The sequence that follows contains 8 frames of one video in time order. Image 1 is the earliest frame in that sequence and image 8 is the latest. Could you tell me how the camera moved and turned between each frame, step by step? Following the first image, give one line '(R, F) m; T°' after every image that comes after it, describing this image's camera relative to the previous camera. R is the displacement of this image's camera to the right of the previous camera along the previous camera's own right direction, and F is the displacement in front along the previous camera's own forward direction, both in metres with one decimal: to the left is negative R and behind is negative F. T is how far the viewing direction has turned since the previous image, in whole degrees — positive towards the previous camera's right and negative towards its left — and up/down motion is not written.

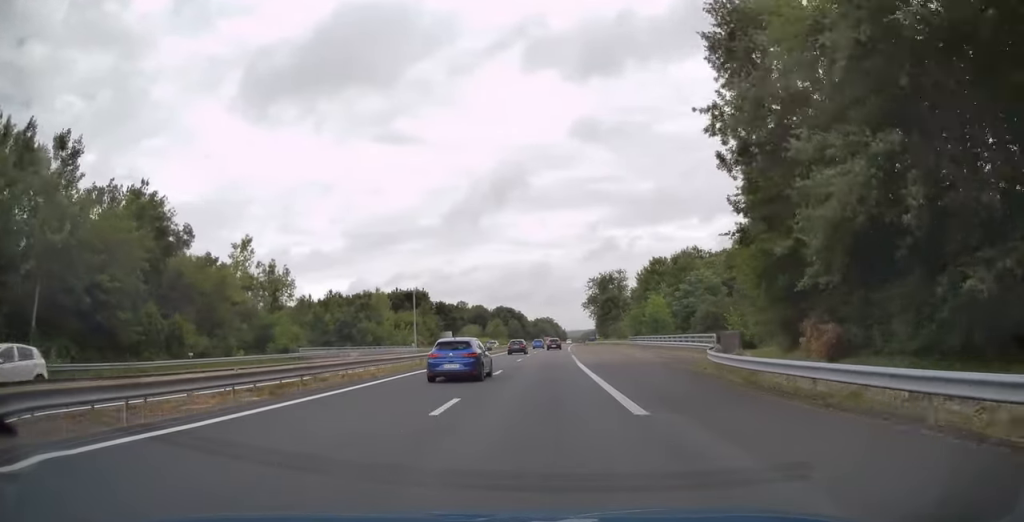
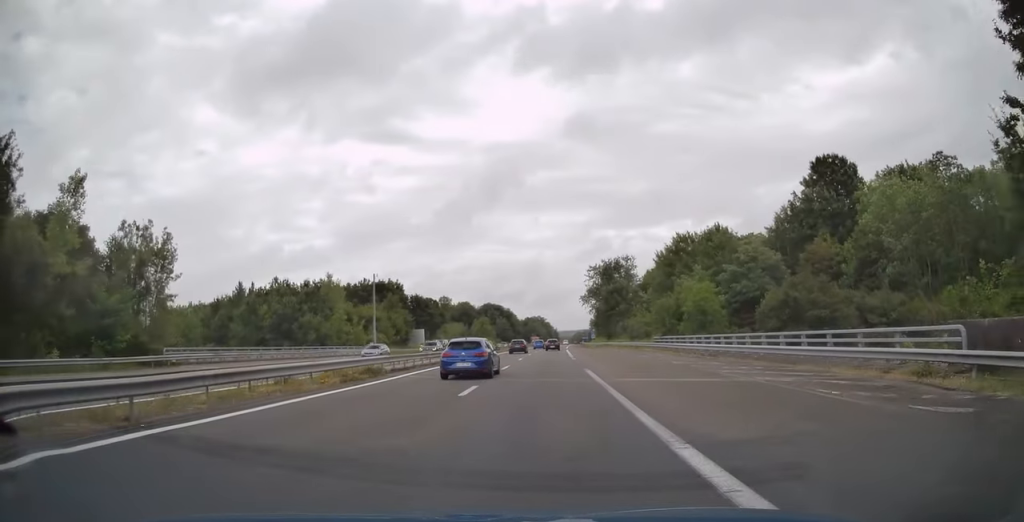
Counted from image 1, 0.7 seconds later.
(+0.1, +23.7) m; +1°
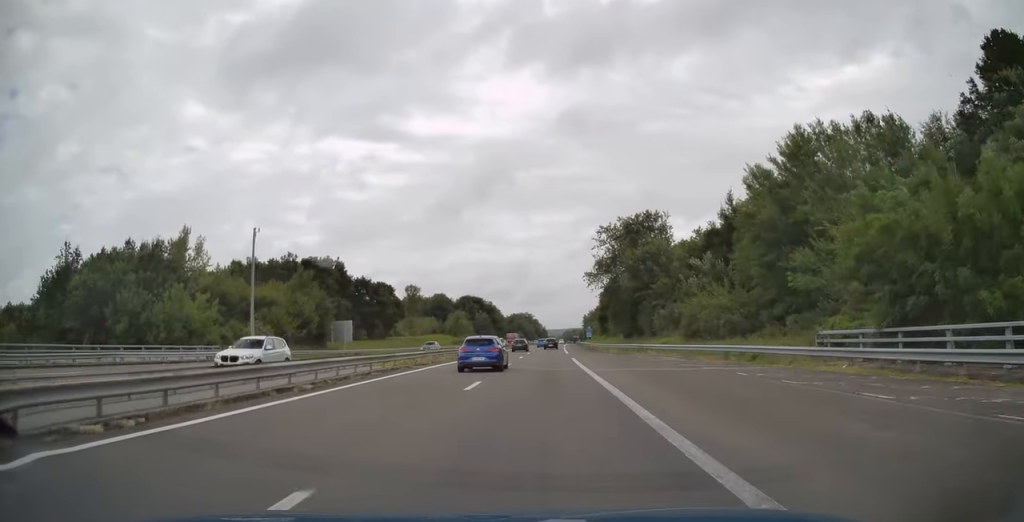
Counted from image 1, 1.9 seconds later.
(+0.4, +39.5) m; +1°
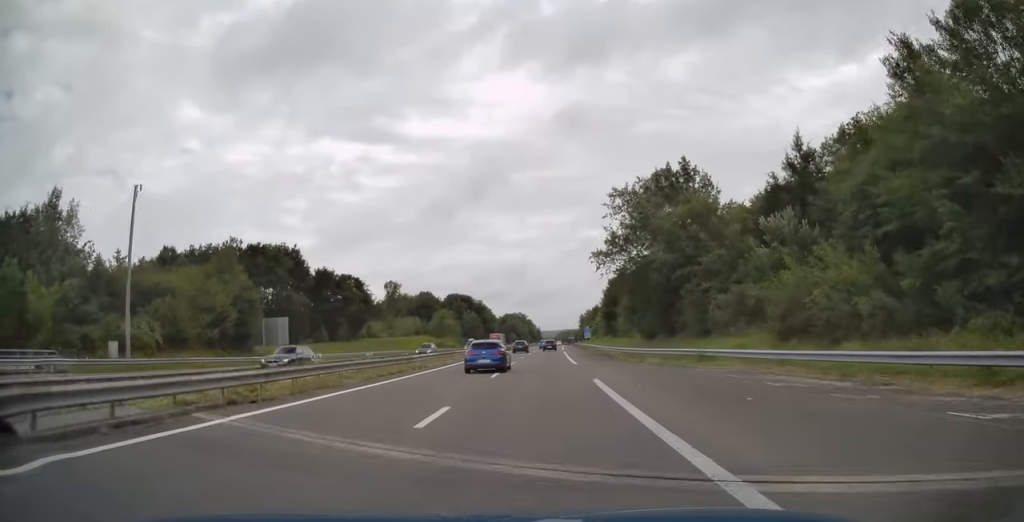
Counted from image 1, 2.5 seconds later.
(0.0, +19.5) m; +1°
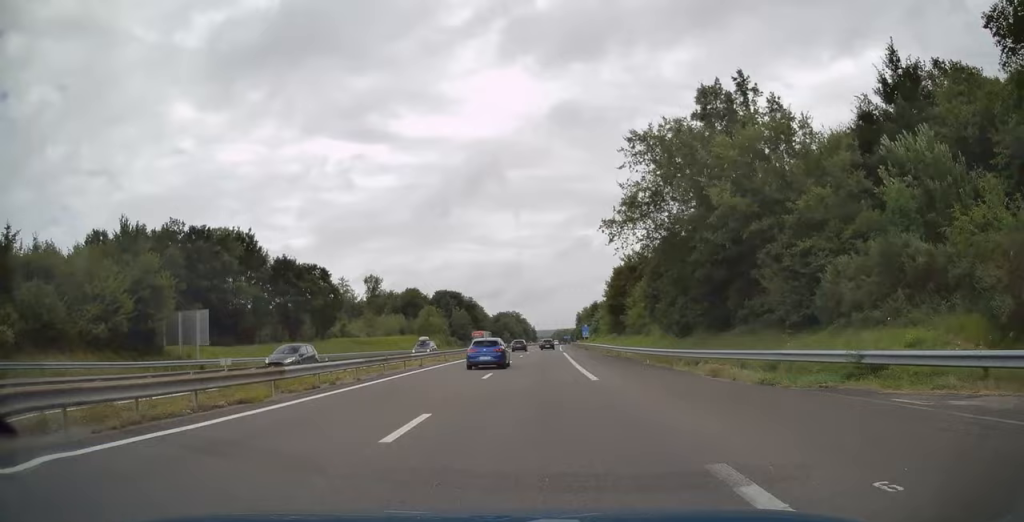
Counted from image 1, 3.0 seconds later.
(+0.2, +15.1) m; 0°
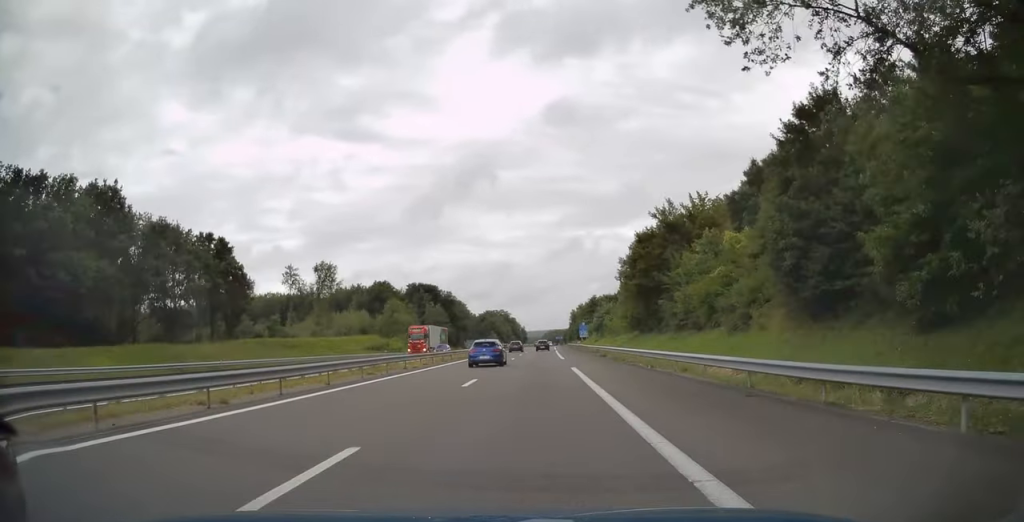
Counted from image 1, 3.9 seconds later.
(+0.3, +30.3) m; +1°
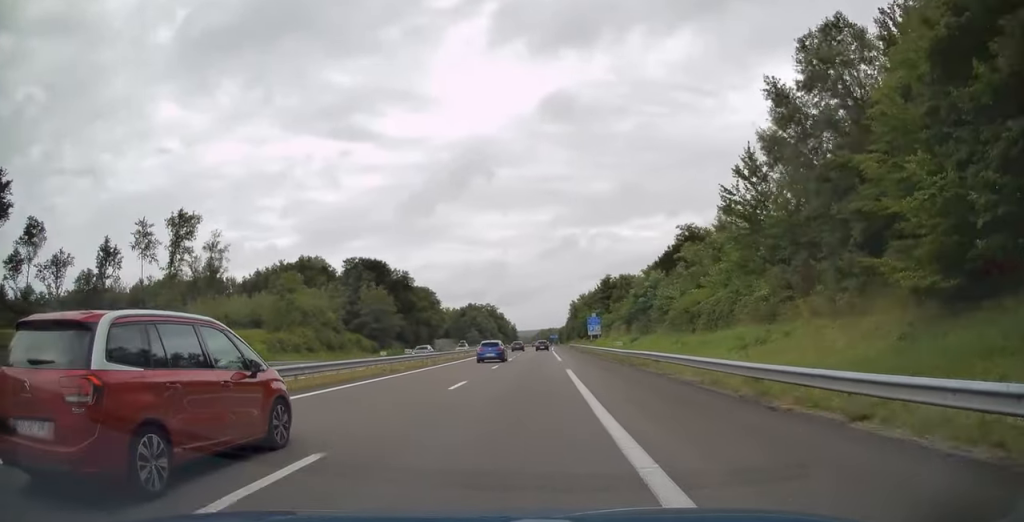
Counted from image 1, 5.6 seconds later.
(+0.3, +54.1) m; +1°
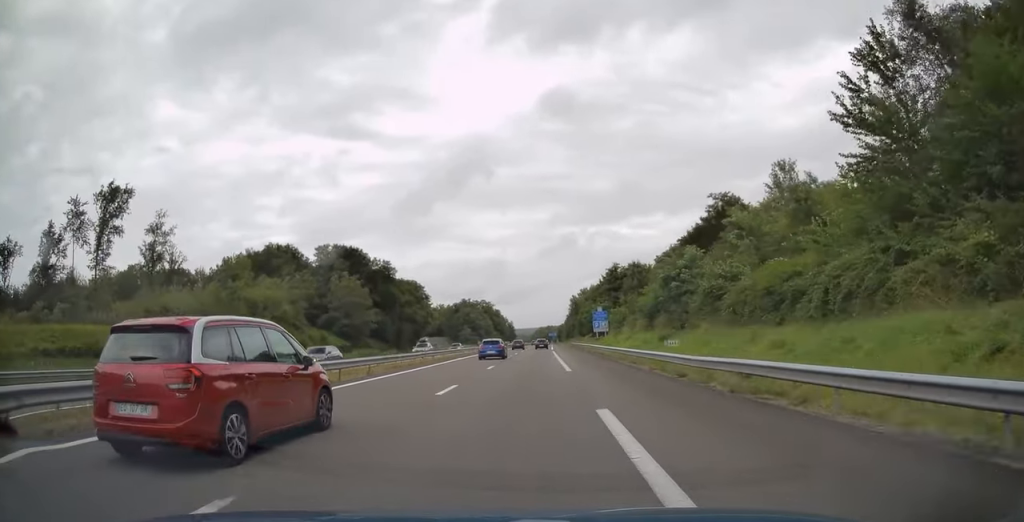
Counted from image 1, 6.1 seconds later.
(0.0, +15.7) m; 0°
